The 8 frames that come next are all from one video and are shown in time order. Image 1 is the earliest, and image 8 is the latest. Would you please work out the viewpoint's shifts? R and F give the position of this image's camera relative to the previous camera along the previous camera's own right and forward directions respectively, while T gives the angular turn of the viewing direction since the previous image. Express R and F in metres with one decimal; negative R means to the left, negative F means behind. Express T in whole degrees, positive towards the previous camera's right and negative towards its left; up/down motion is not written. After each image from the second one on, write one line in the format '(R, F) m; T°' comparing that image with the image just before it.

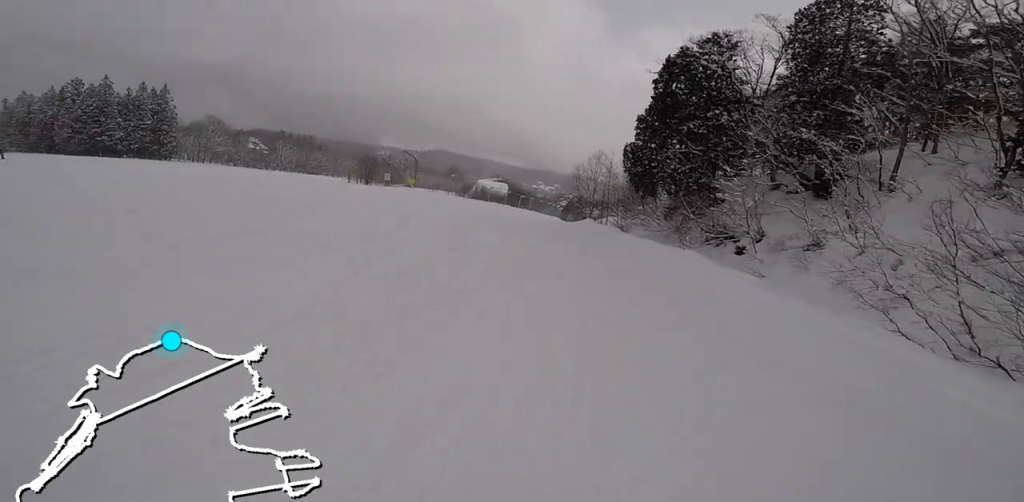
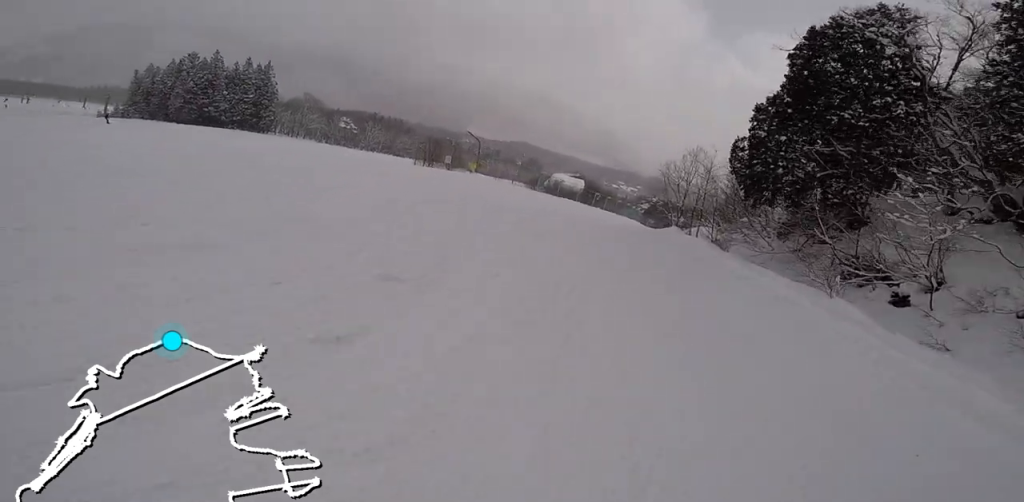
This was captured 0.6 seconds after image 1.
(-0.2, +5.0) m; -2°
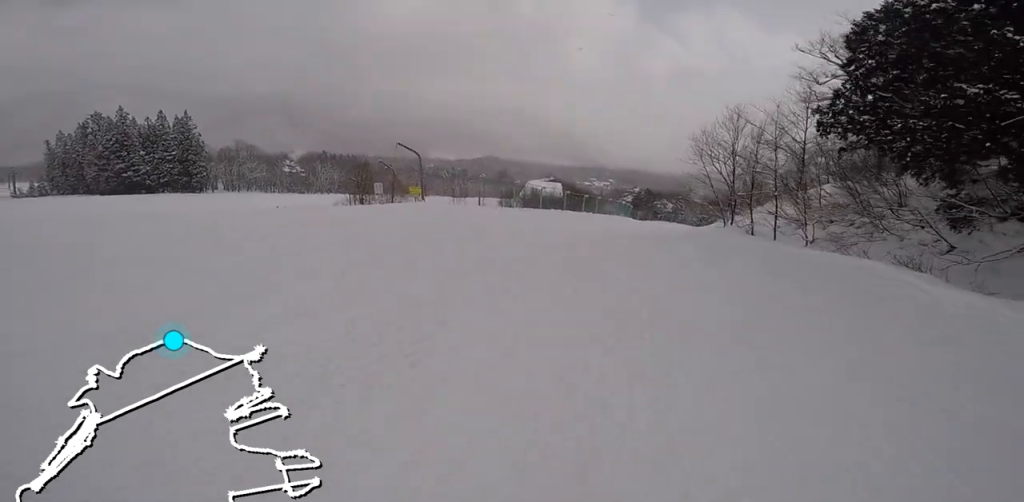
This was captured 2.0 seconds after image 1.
(0.0, +11.2) m; +1°
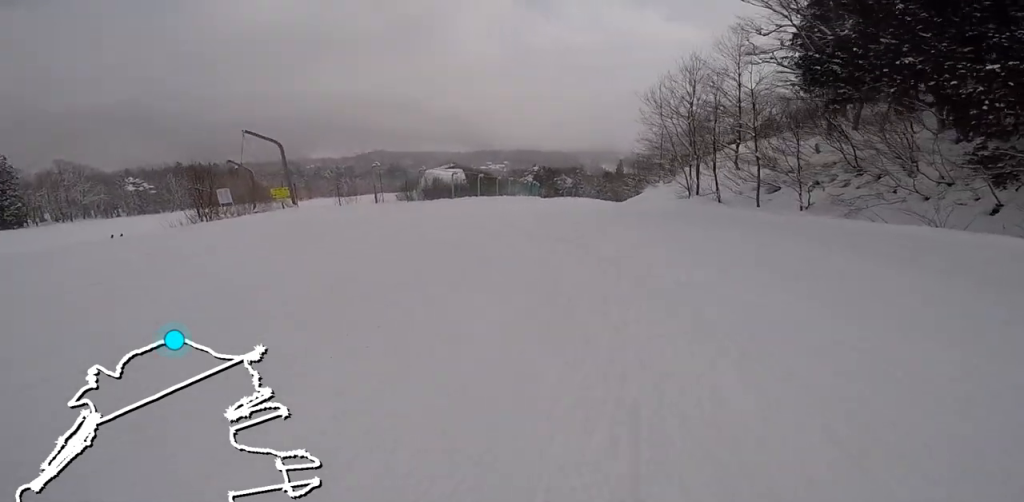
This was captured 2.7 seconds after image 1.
(+0.1, +5.8) m; +11°
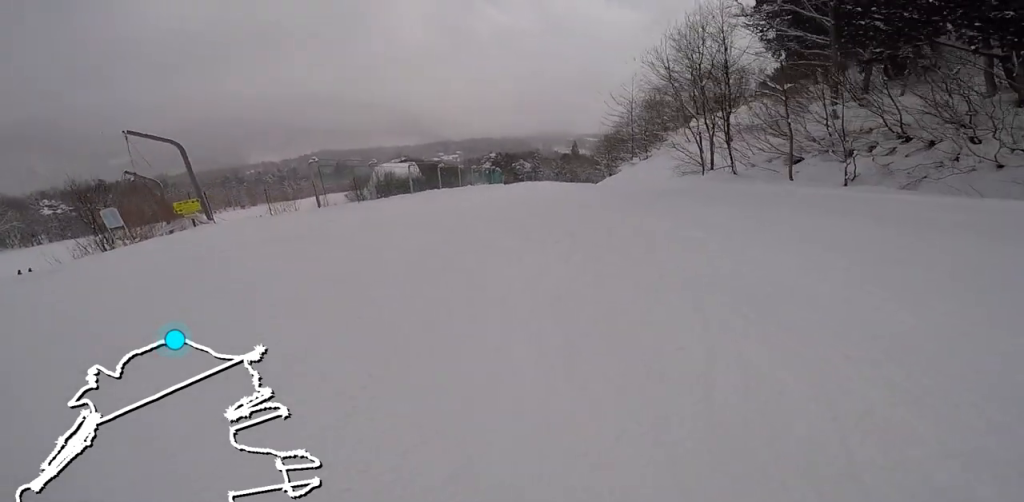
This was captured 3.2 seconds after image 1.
(-0.6, +3.7) m; +9°
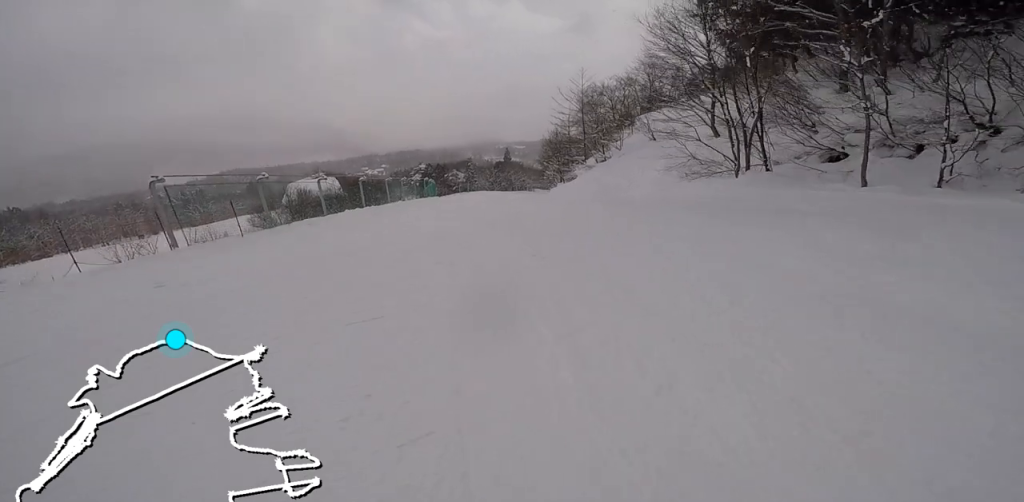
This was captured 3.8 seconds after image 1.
(+1.7, +5.6) m; +8°
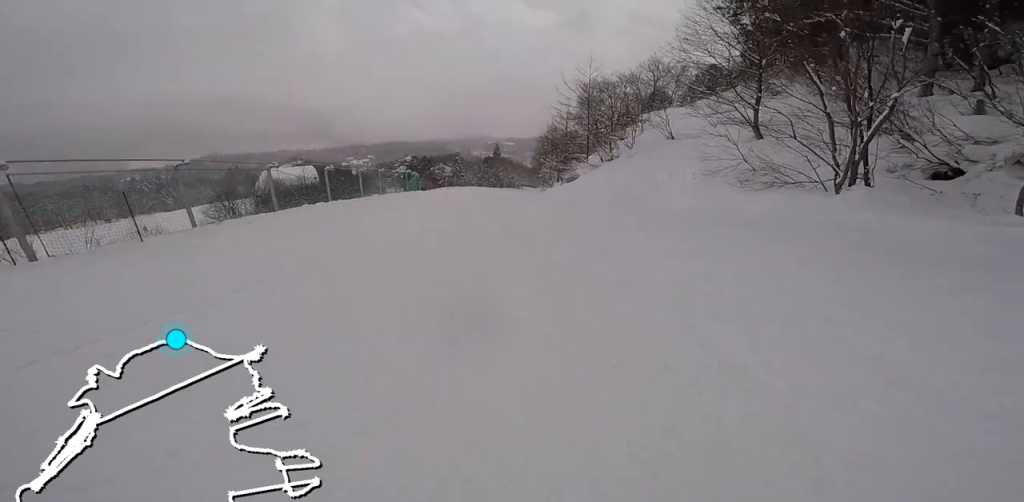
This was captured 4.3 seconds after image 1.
(+0.5, +4.1) m; +1°
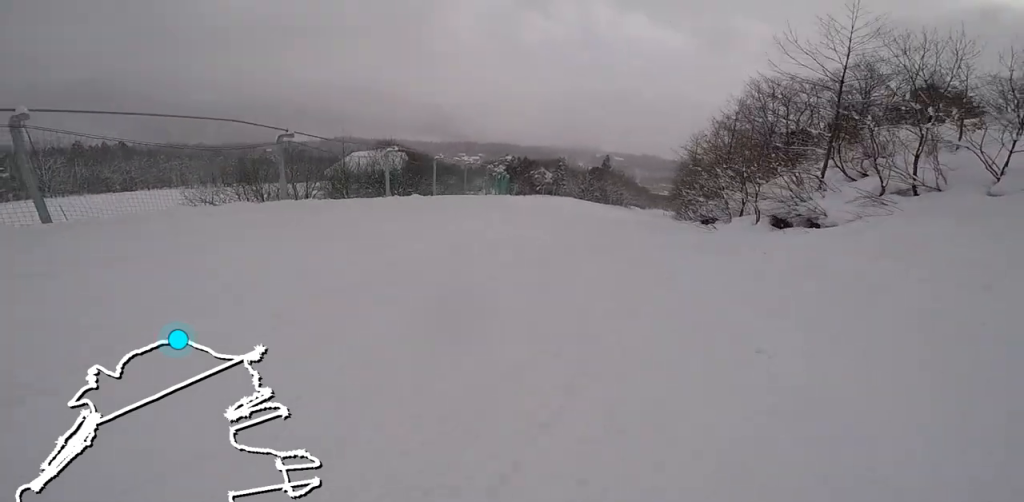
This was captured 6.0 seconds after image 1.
(-3.9, +13.5) m; -10°
